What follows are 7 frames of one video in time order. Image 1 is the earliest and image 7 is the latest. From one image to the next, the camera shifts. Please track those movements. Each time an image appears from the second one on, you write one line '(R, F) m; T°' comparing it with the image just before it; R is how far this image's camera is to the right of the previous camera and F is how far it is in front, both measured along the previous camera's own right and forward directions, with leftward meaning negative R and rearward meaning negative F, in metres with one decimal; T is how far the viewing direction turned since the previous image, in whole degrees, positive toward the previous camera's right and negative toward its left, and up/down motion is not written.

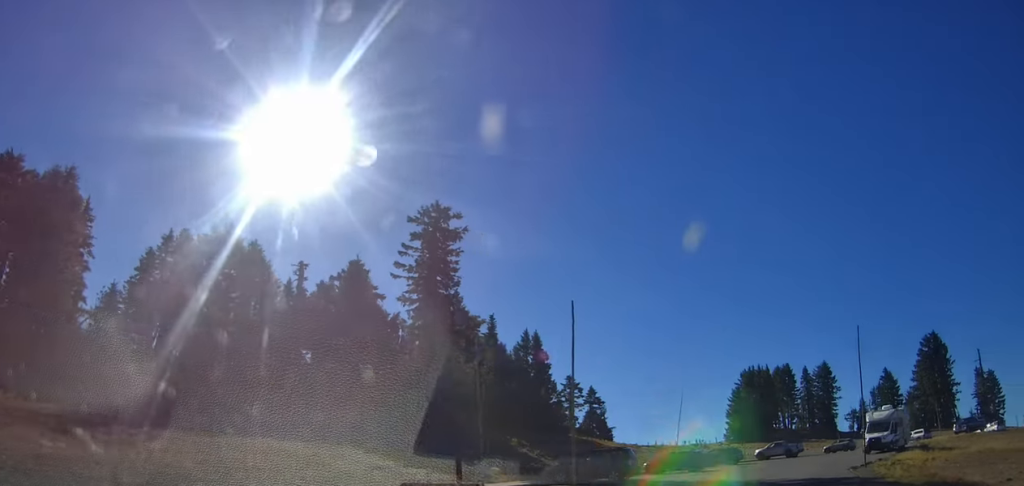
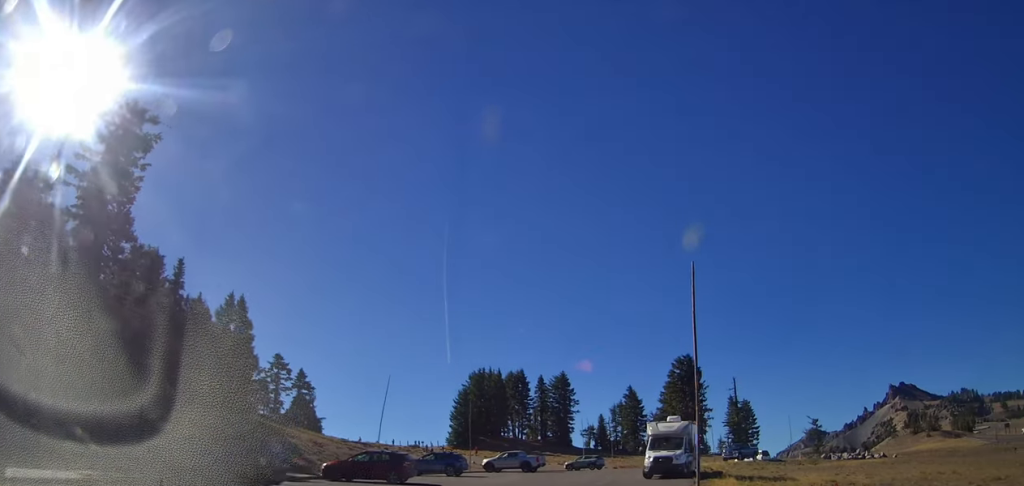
(+4.7, +10.3) m; +44°
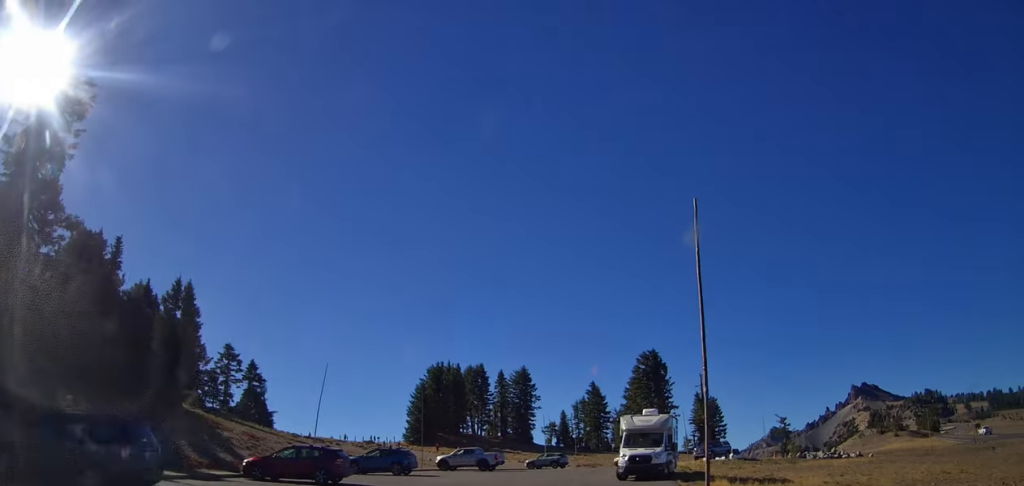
(+0.2, +3.8) m; +8°
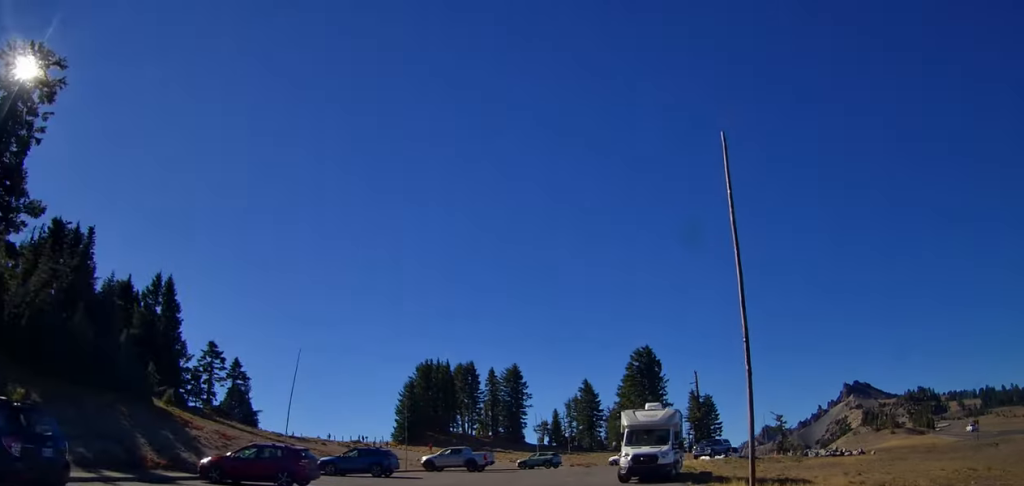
(+0.5, +2.7) m; 0°
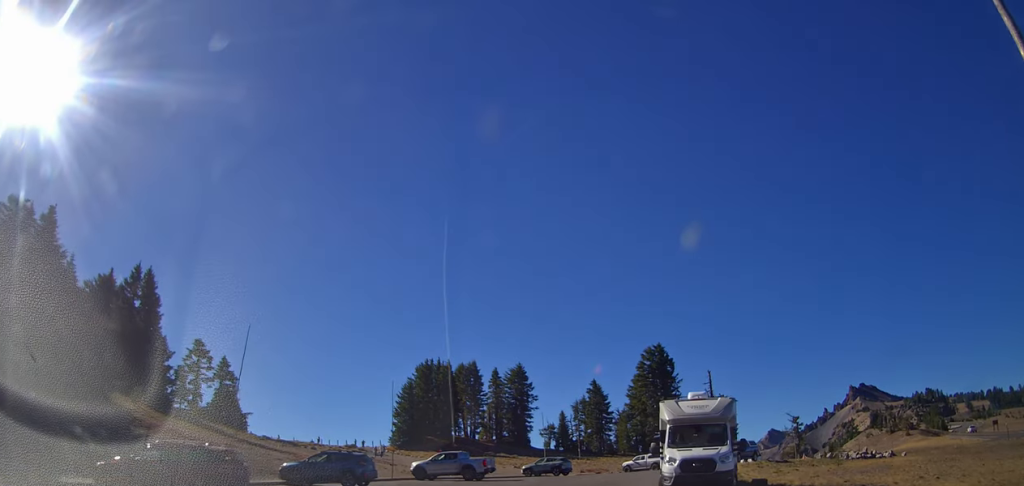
(-0.8, +6.6) m; -6°
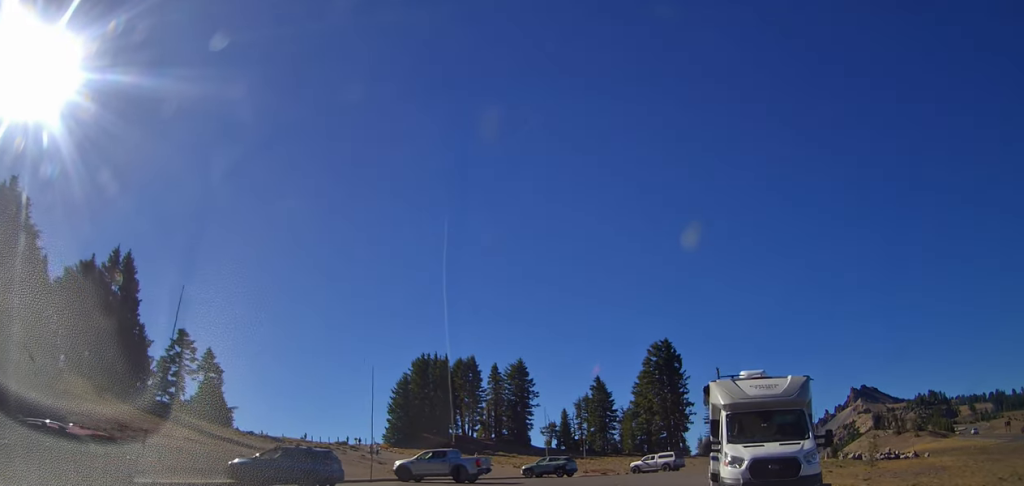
(+0.2, +4.4) m; +2°
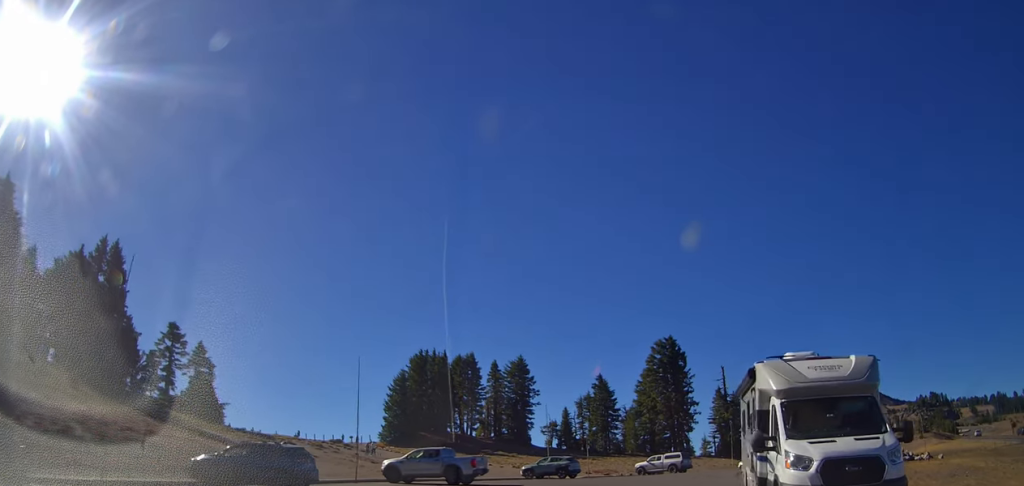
(+0.3, +2.3) m; -2°
